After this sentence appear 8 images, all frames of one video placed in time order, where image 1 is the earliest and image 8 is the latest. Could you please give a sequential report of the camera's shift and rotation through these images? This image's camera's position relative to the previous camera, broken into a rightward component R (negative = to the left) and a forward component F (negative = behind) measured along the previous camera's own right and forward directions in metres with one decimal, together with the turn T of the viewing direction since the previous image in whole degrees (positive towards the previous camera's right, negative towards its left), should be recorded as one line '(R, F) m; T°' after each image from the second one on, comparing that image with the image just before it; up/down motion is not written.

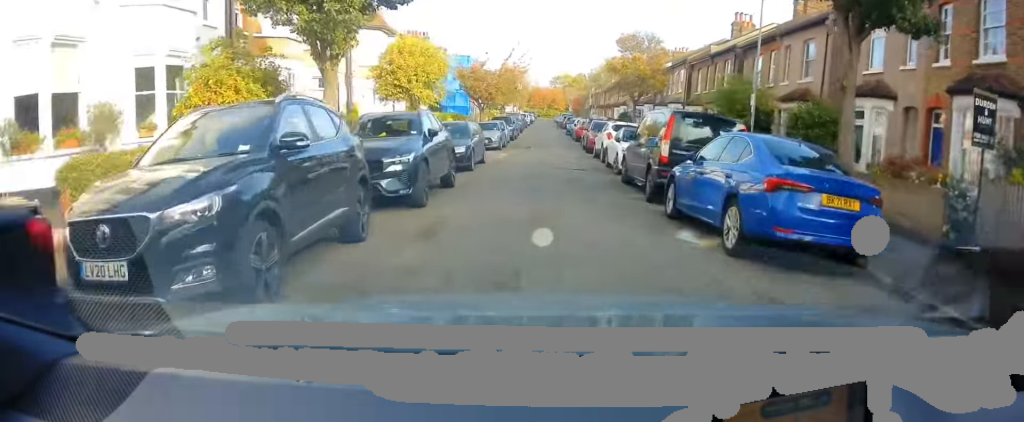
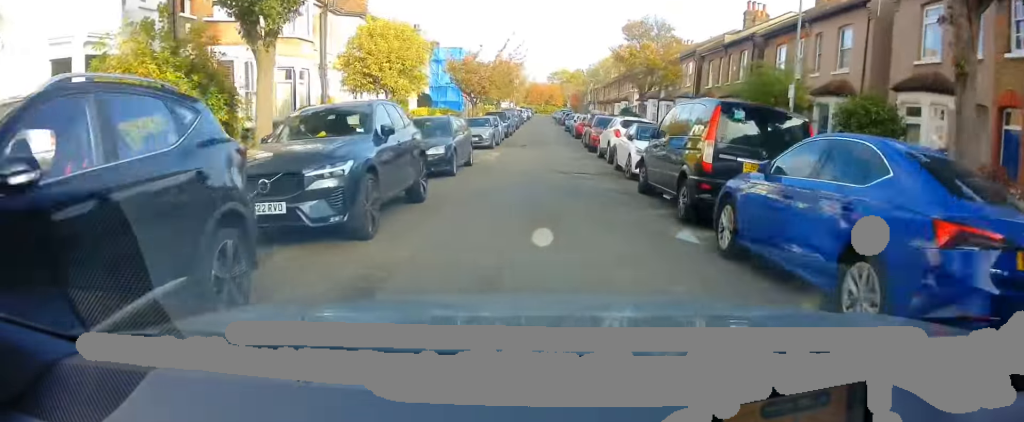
(0.0, +3.0) m; 0°
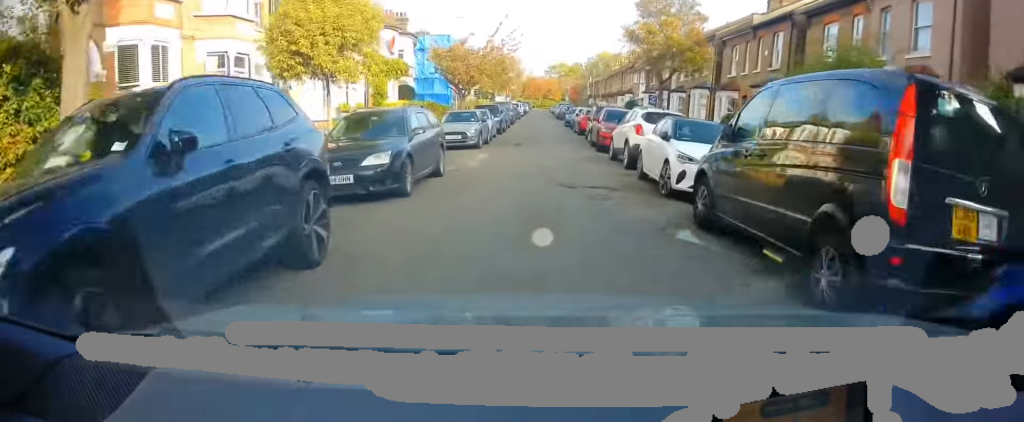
(0.0, +4.6) m; +1°
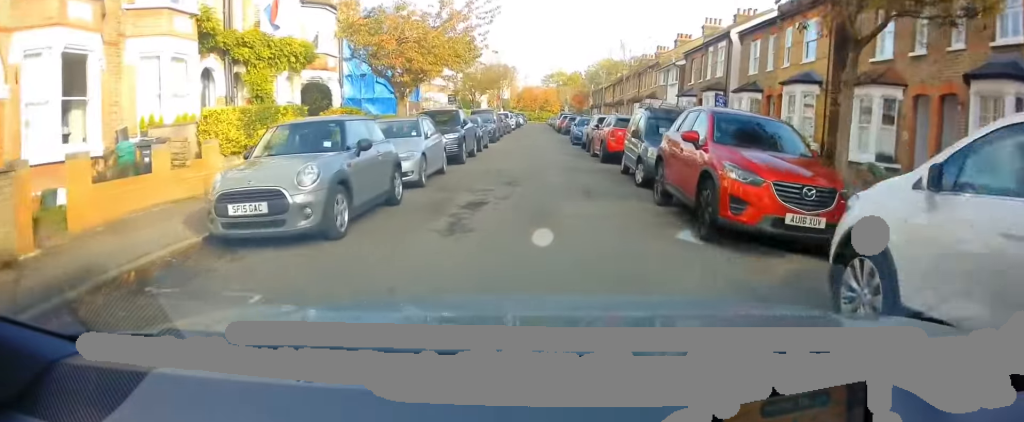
(+0.3, +14.1) m; +1°
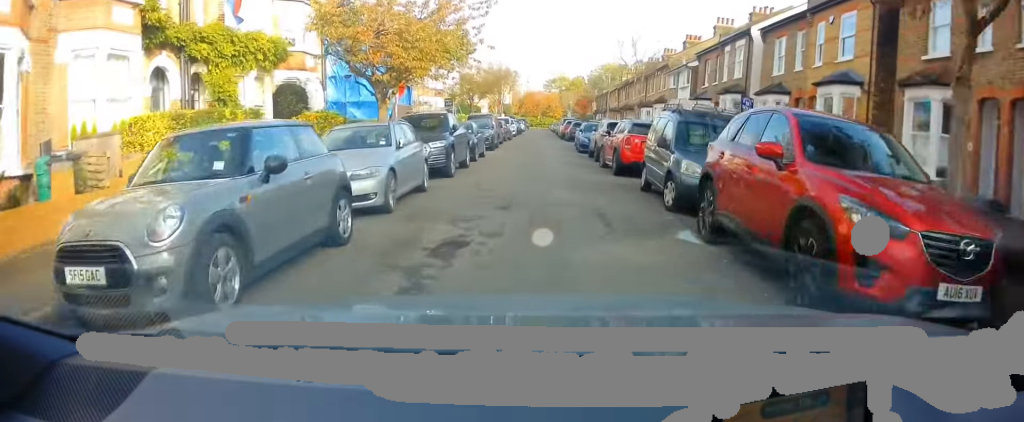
(0.0, +2.6) m; -1°
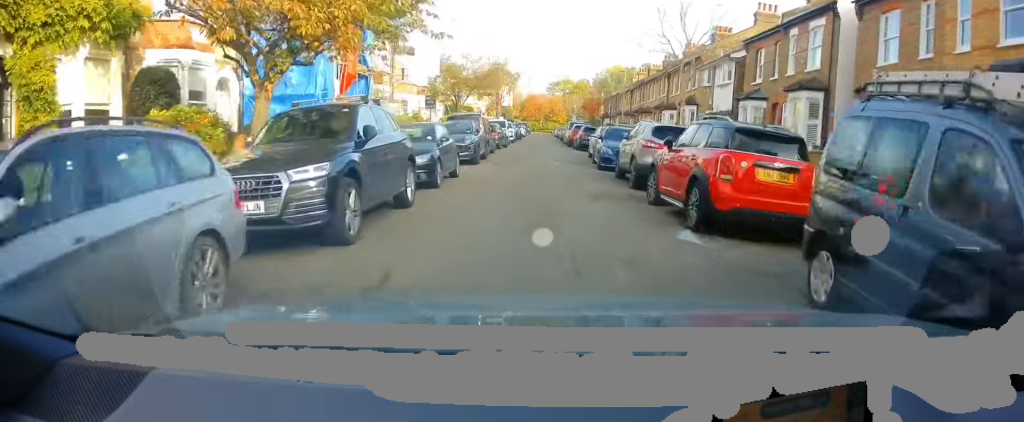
(-0.1, +7.8) m; 0°
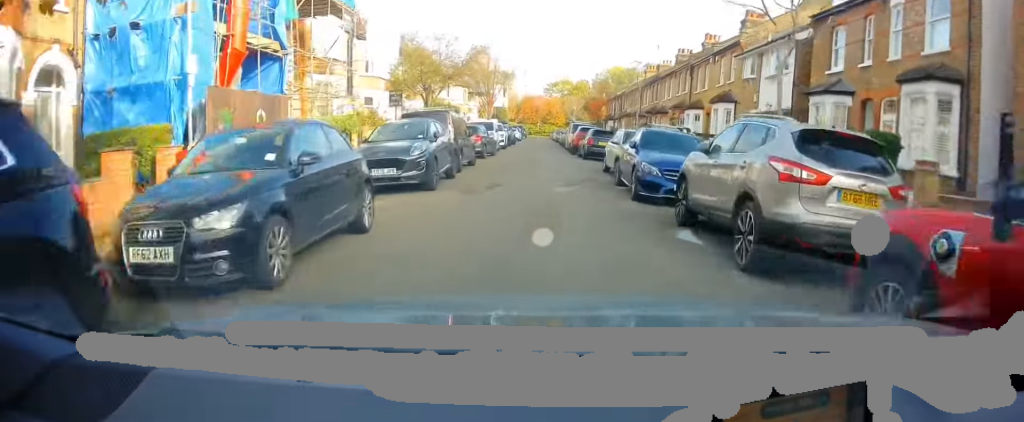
(0.0, +7.3) m; -1°
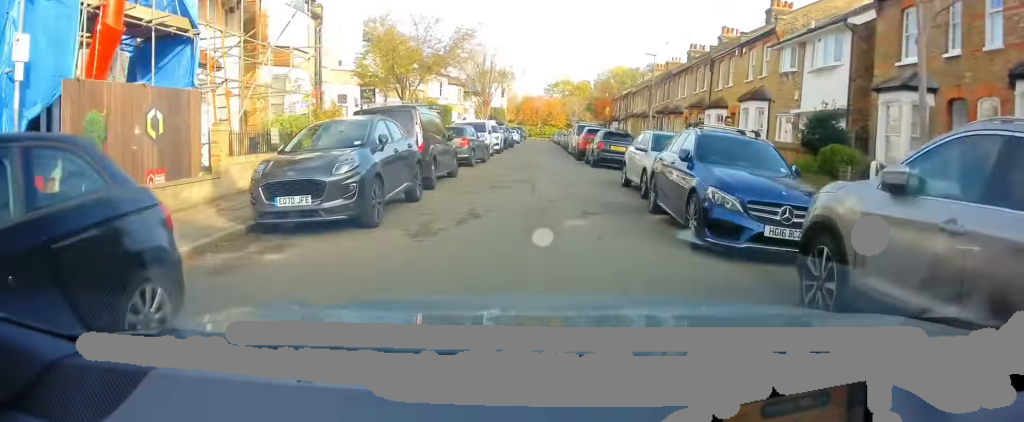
(-0.2, +4.6) m; 0°
